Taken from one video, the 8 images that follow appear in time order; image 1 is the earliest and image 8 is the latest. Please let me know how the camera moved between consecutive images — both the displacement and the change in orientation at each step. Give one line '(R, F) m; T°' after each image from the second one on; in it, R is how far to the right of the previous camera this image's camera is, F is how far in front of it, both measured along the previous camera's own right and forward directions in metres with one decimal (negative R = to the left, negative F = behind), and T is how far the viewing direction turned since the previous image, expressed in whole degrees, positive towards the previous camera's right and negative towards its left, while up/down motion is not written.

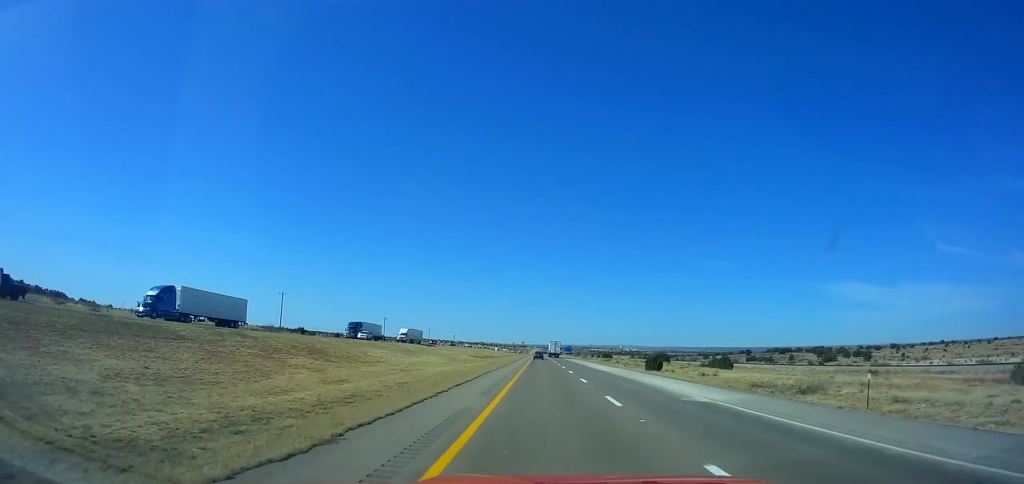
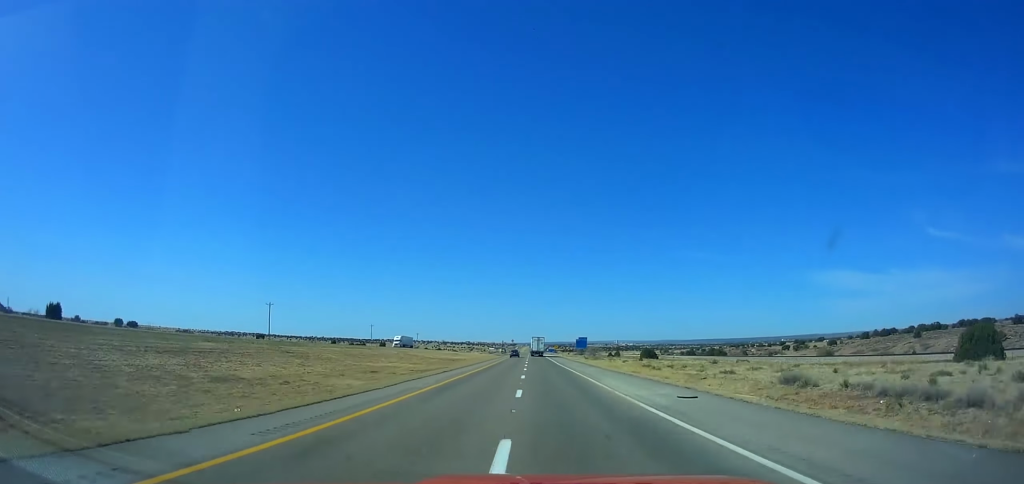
(+1.8, +193.3) m; +1°
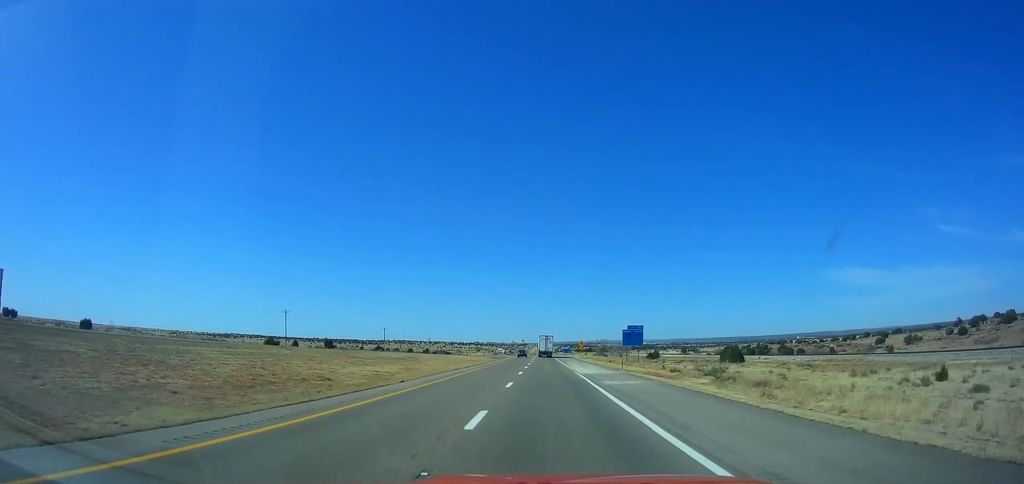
(-0.7, +93.2) m; -1°
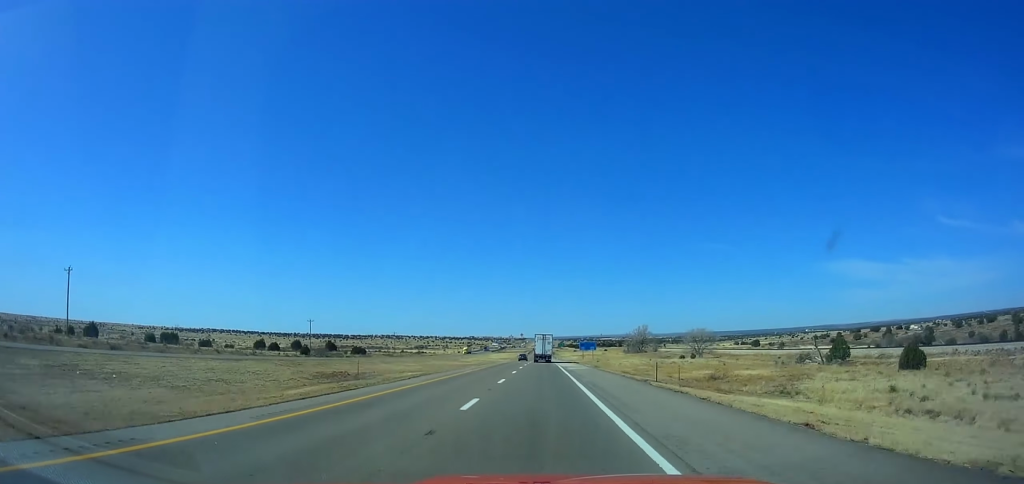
(-1.5, +179.7) m; -1°
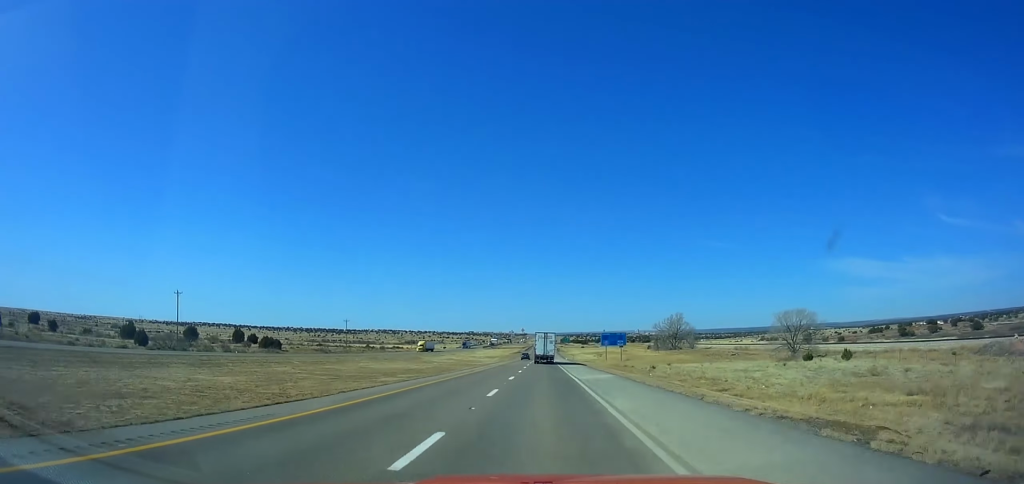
(-0.2, +68.4) m; 0°
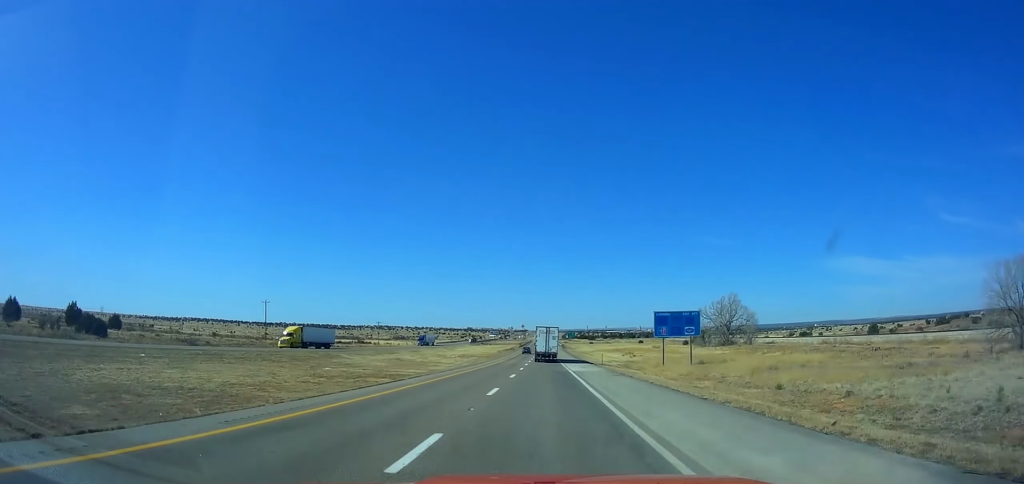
(+0.7, +61.3) m; 0°
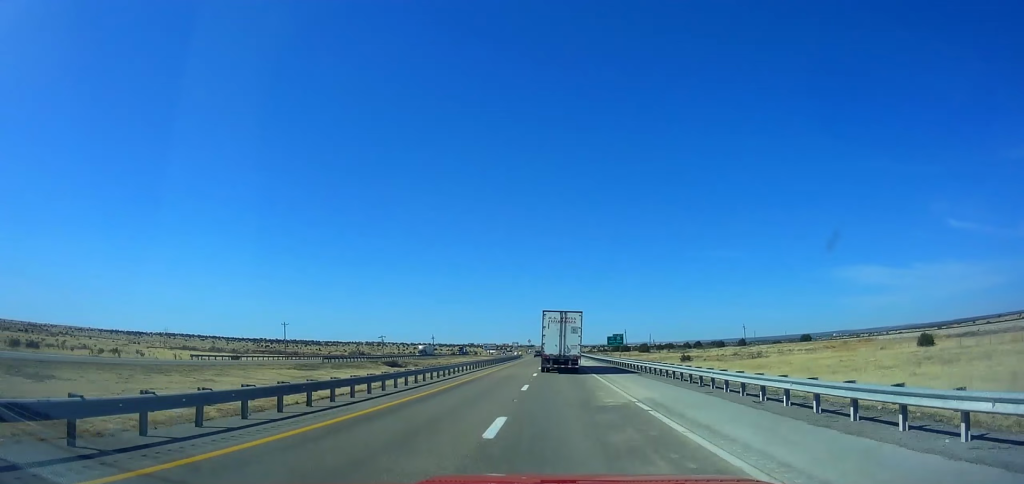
(-1.5, +190.6) m; -1°
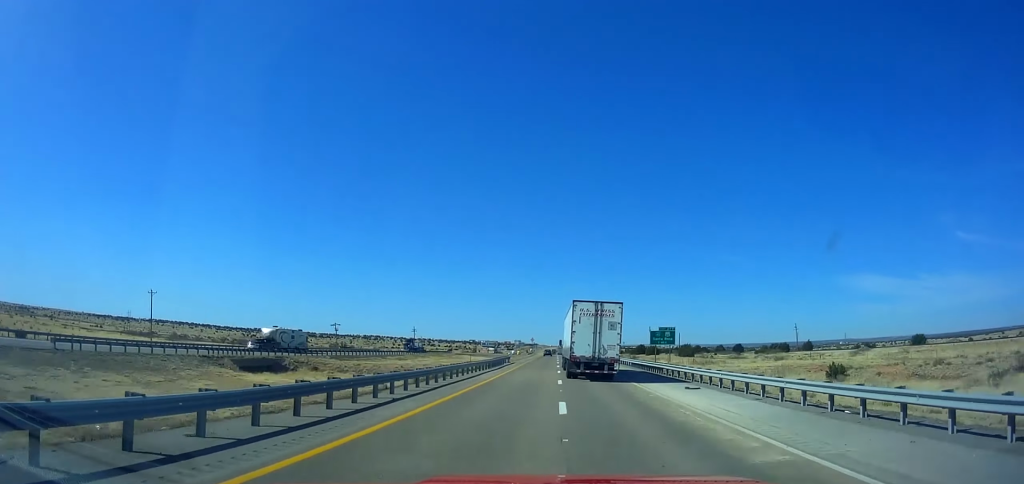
(-0.2, +57.3) m; 0°
